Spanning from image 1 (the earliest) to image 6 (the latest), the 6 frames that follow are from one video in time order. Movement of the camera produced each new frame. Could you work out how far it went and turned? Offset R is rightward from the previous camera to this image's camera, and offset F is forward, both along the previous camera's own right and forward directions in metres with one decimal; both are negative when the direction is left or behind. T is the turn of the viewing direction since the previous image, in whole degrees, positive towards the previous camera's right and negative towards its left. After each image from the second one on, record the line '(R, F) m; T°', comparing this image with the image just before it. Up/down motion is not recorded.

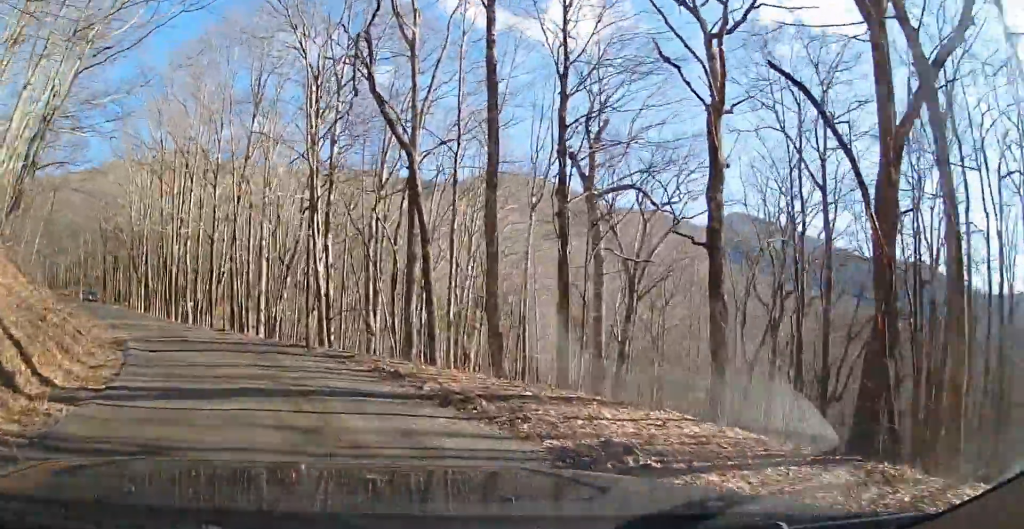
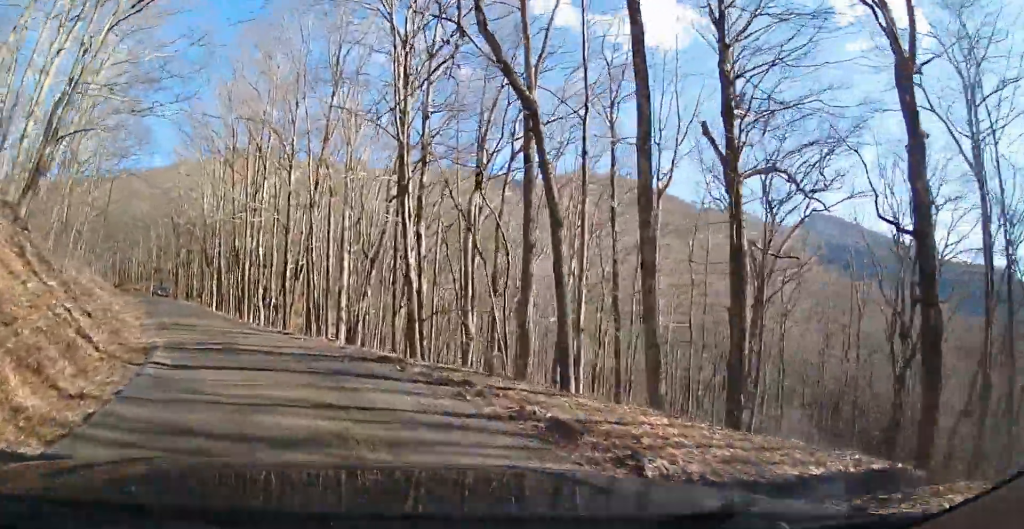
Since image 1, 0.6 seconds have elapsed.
(+0.4, +4.7) m; -4°
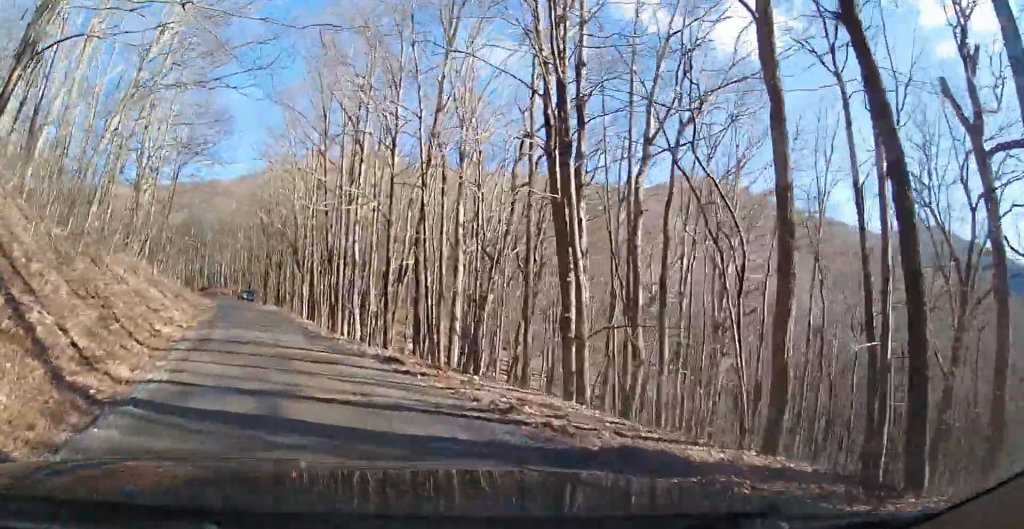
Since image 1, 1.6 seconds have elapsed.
(-2.1, +8.1) m; -20°
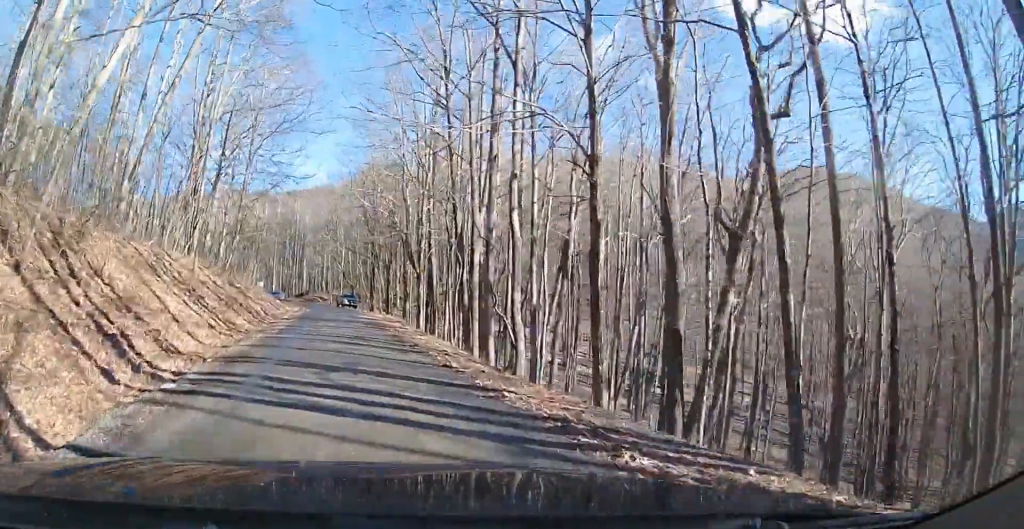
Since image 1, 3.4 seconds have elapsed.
(-1.7, +15.4) m; -5°
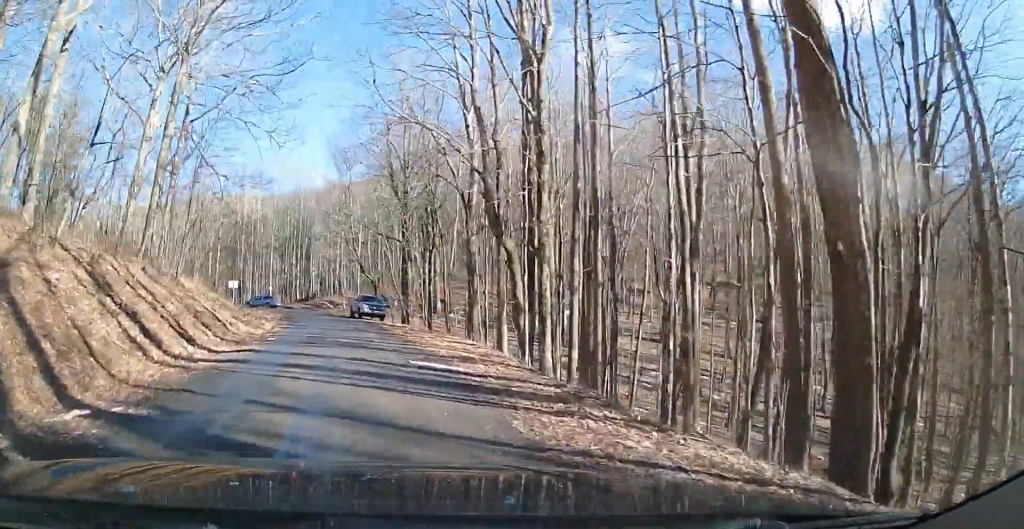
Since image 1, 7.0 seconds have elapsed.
(-2.5, +27.1) m; -20°
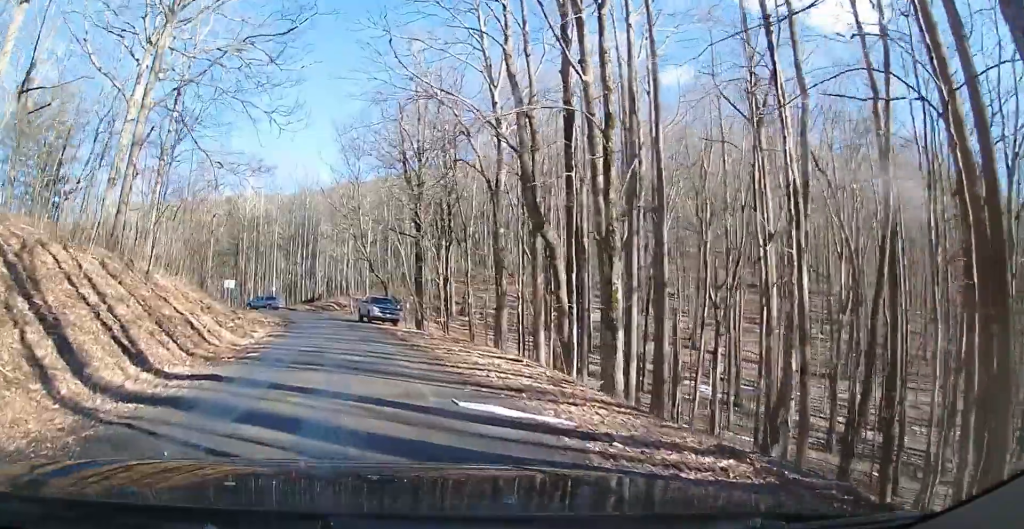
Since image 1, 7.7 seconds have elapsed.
(-0.1, +4.6) m; -1°
